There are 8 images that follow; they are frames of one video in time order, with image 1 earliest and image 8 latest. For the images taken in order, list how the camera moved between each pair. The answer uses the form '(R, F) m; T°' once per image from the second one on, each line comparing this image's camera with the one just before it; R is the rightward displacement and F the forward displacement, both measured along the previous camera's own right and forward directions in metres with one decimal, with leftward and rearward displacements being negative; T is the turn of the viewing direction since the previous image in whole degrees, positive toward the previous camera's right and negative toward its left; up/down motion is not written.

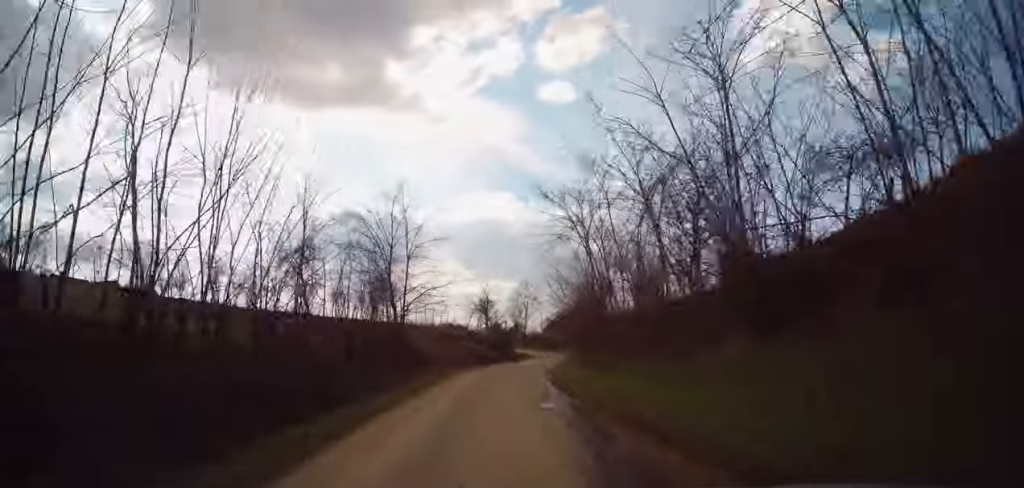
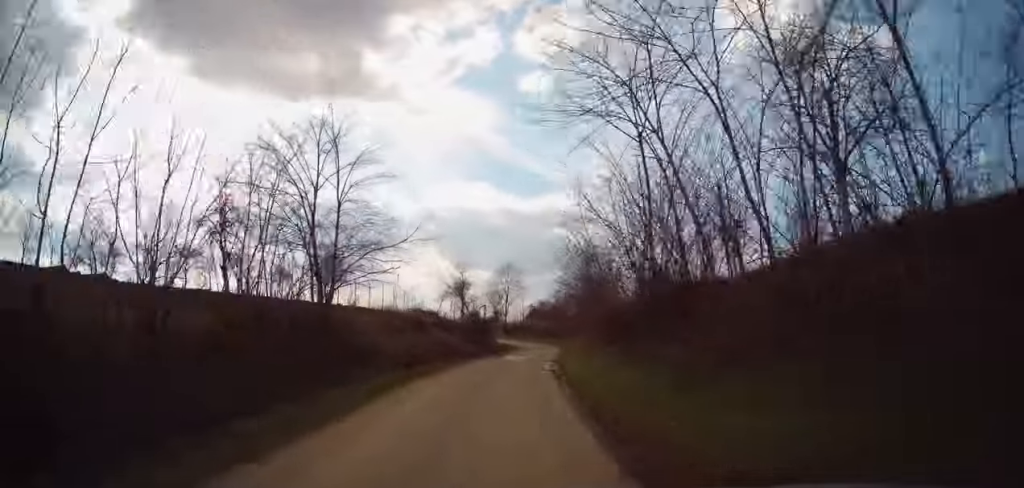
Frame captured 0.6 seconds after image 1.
(-0.5, +10.9) m; +1°
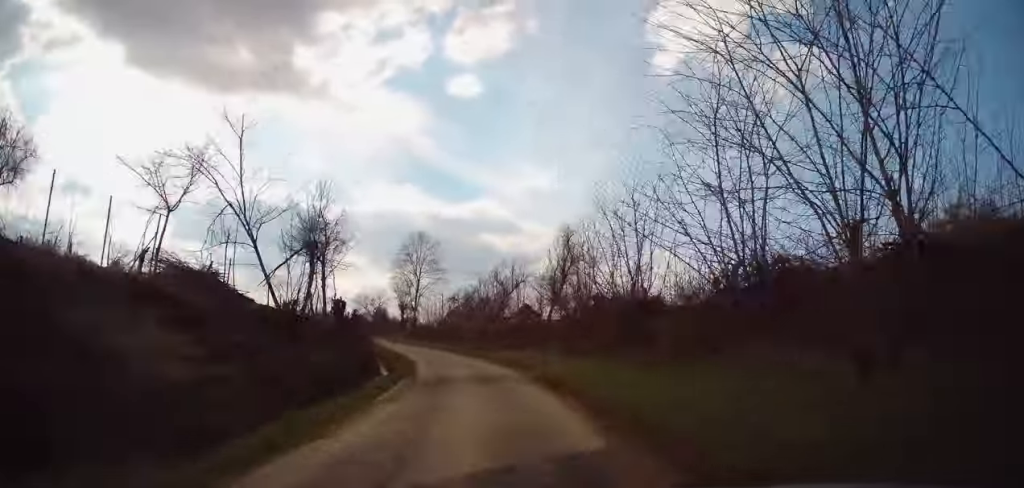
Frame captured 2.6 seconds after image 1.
(+2.8, +33.1) m; +6°
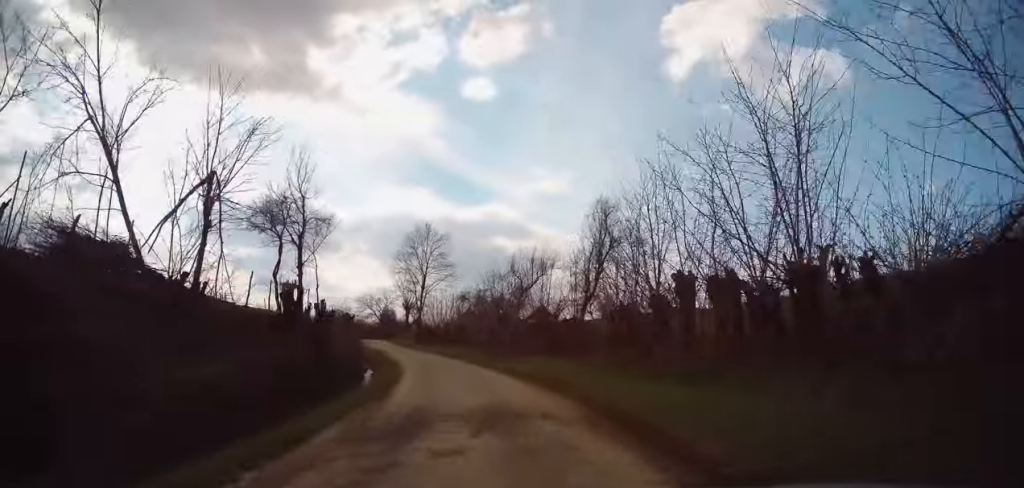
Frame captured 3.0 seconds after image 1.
(0.0, +7.3) m; -1°
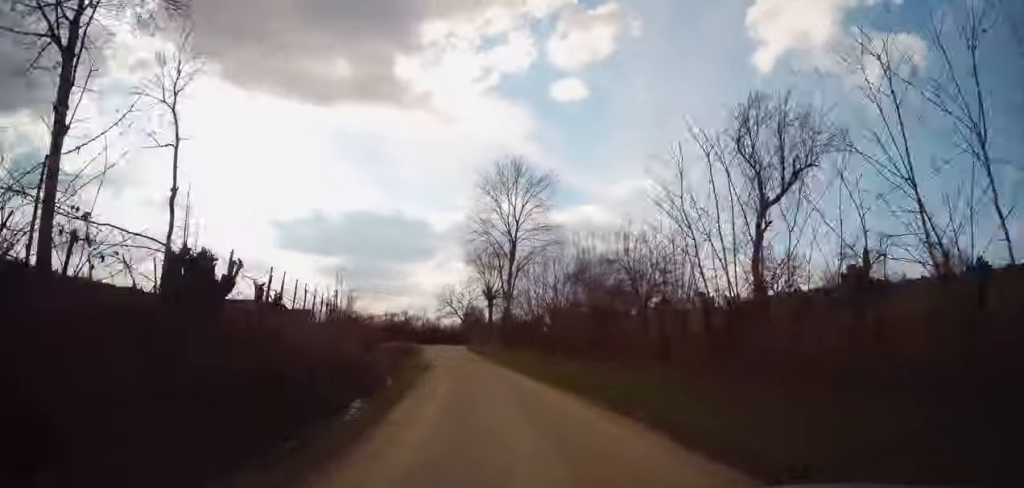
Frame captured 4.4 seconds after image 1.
(-1.0, +23.1) m; -5°
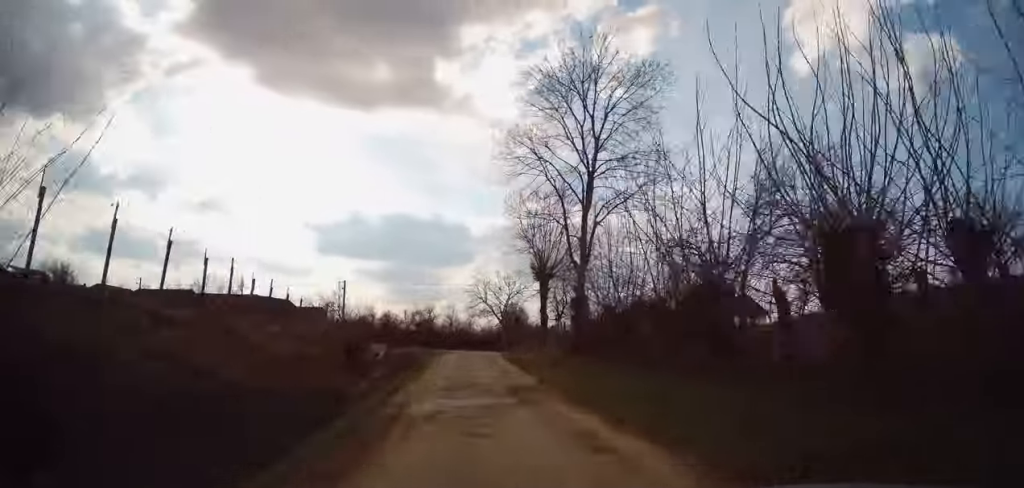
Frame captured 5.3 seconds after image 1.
(-0.5, +16.4) m; -5°
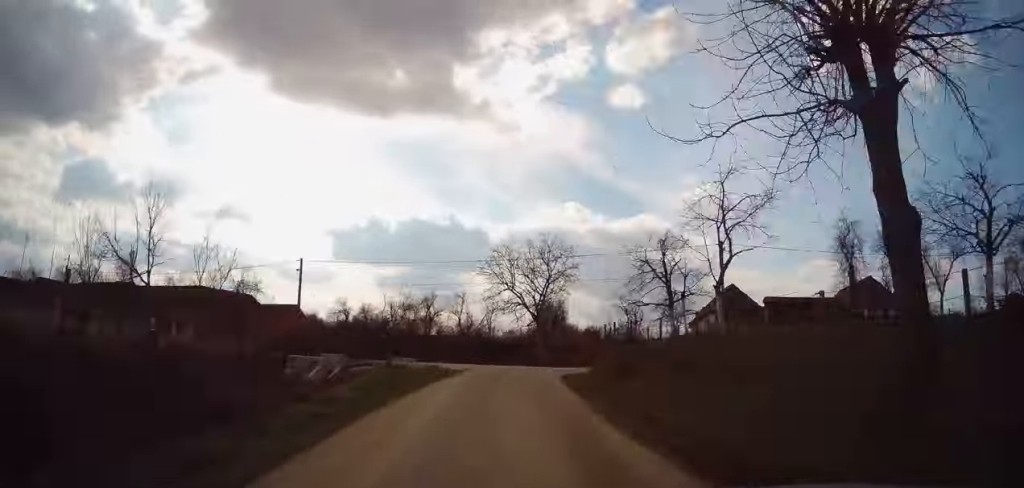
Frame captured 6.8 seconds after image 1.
(-1.4, +23.4) m; -4°
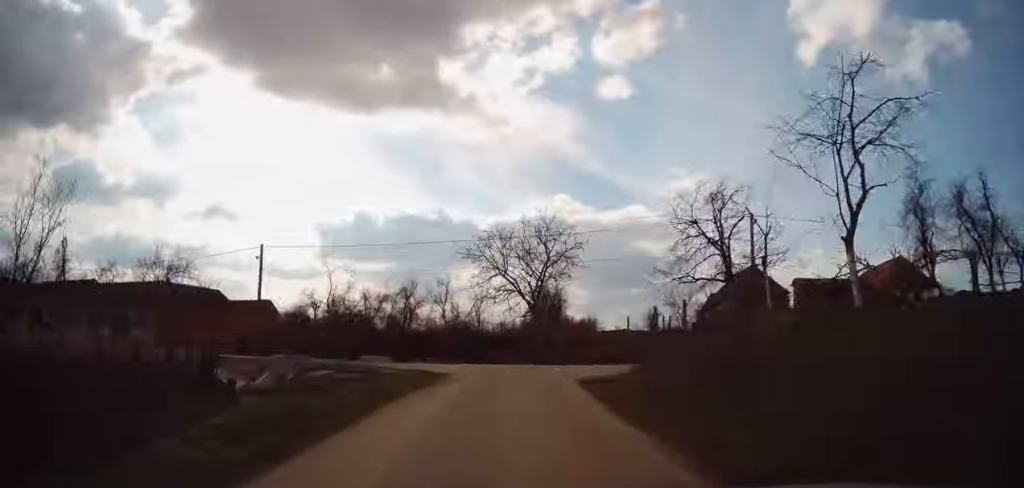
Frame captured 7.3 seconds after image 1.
(0.0, +6.5) m; 0°
